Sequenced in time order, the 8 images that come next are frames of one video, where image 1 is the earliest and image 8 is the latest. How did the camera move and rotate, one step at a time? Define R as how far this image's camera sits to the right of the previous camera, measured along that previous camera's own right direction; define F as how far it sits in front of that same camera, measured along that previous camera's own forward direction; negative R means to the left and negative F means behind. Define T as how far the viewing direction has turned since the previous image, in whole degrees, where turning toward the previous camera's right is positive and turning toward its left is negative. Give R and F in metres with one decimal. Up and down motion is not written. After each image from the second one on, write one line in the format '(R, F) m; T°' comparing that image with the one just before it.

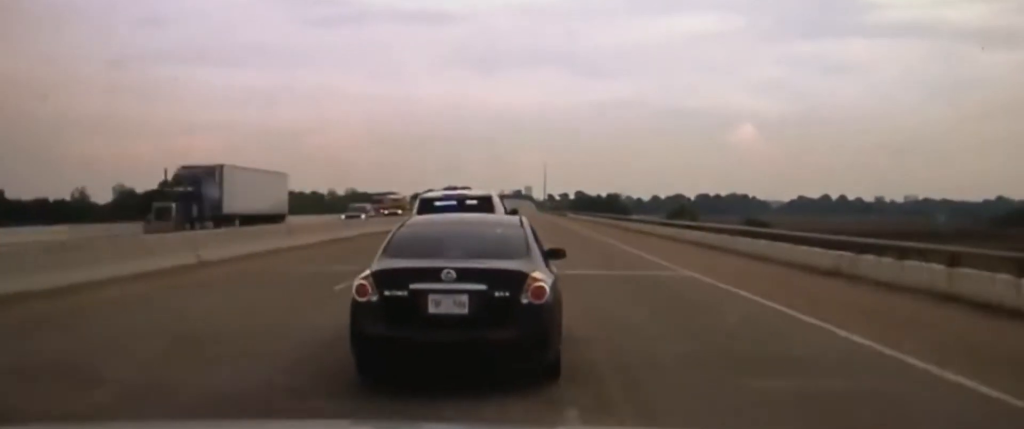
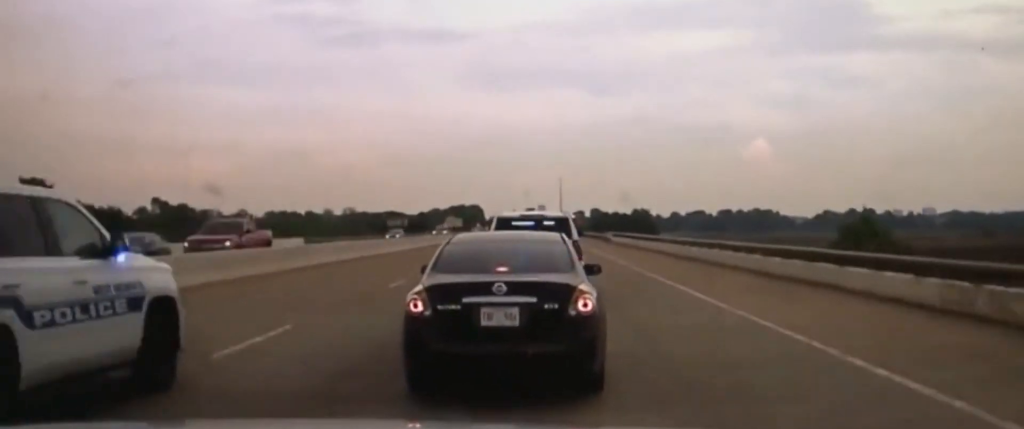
(+0.8, +70.6) m; +1°
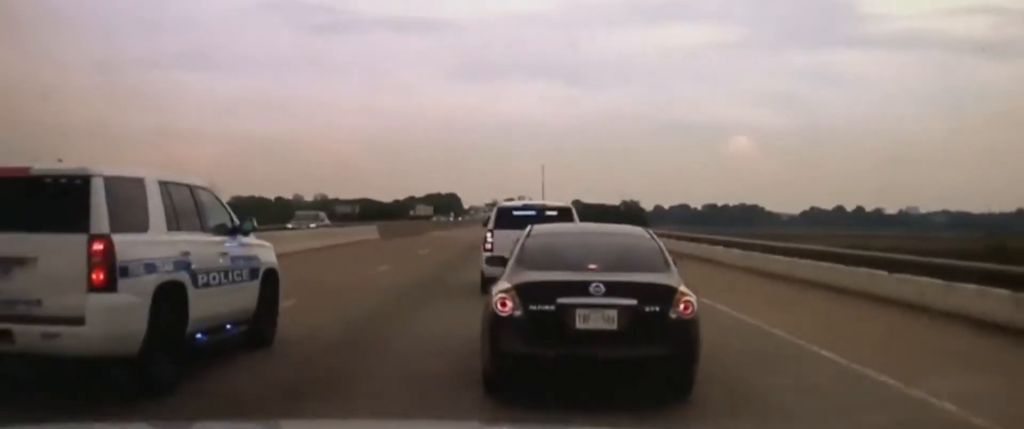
(0.0, +33.6) m; 0°
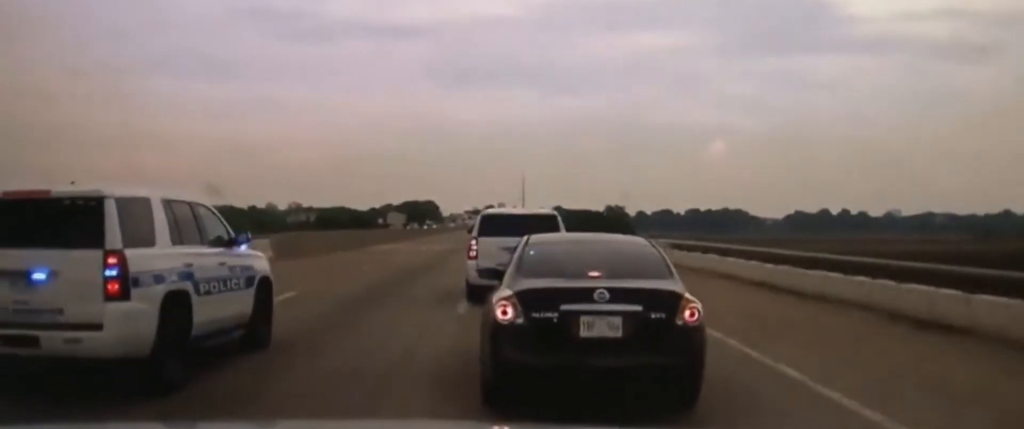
(0.0, +20.8) m; 0°
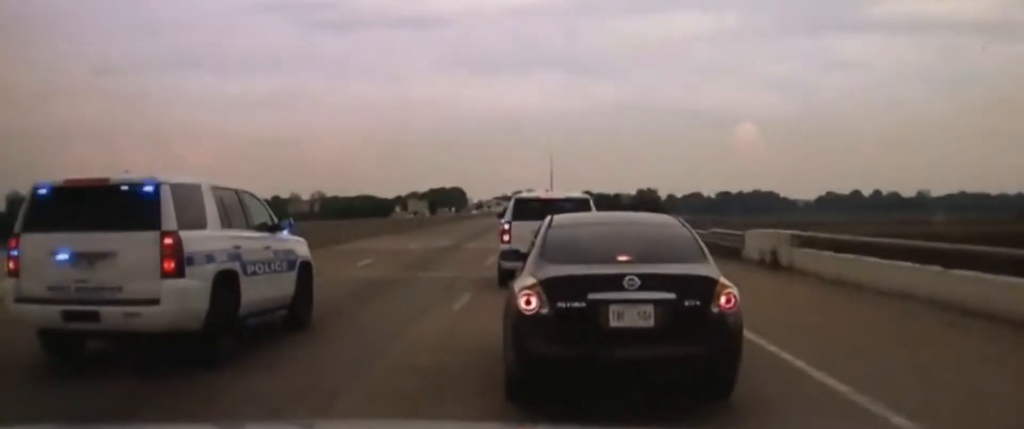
(0.0, +15.0) m; 0°
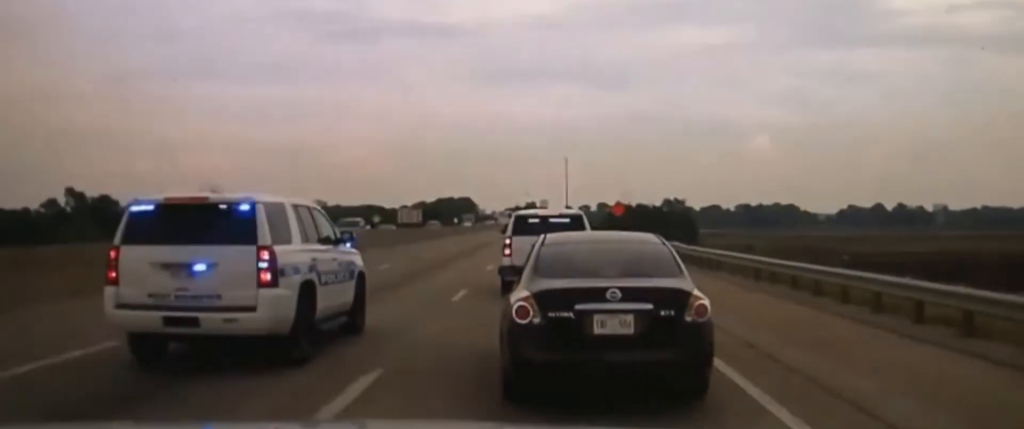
(0.0, +42.3) m; 0°
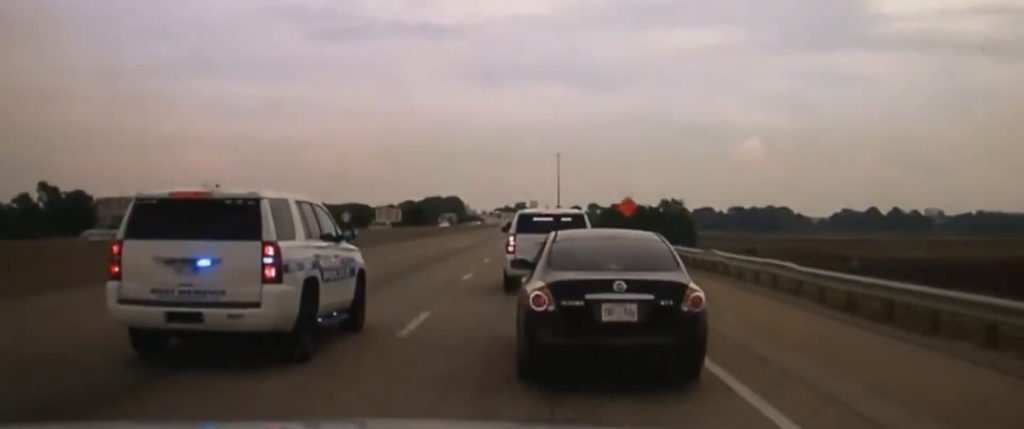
(0.0, +17.8) m; 0°
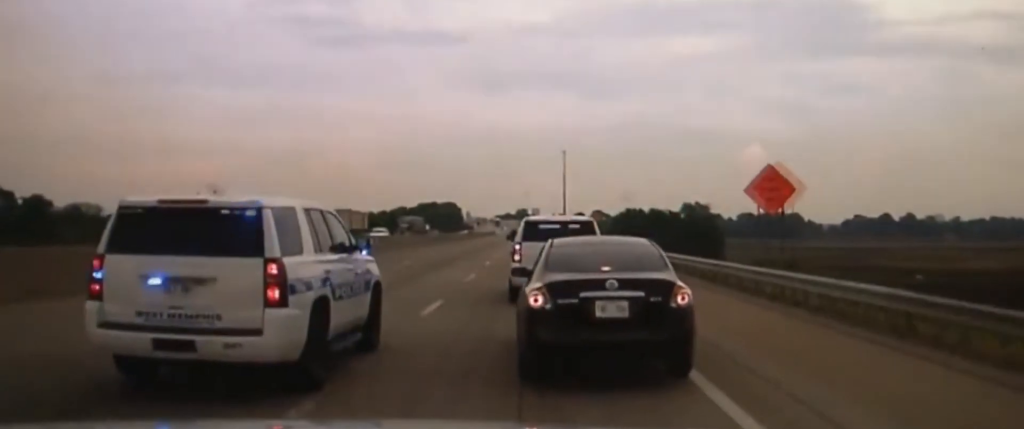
(0.0, +42.9) m; 0°
